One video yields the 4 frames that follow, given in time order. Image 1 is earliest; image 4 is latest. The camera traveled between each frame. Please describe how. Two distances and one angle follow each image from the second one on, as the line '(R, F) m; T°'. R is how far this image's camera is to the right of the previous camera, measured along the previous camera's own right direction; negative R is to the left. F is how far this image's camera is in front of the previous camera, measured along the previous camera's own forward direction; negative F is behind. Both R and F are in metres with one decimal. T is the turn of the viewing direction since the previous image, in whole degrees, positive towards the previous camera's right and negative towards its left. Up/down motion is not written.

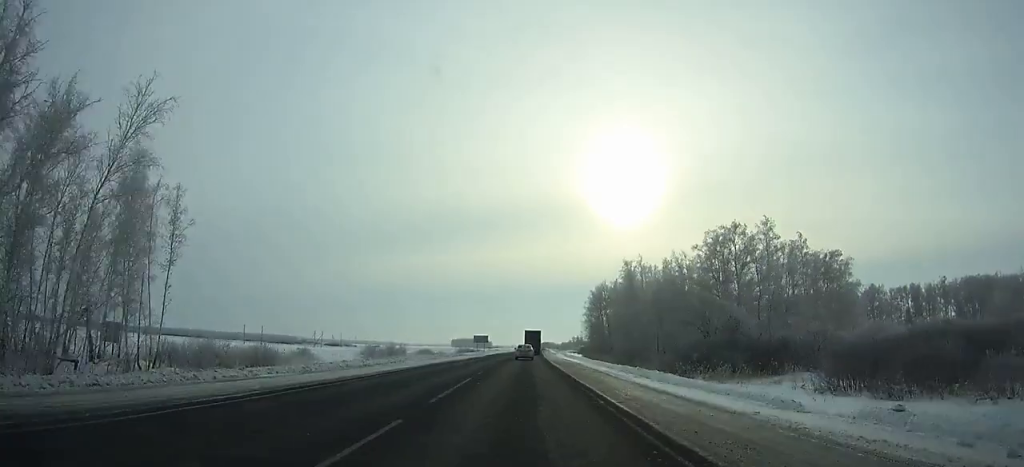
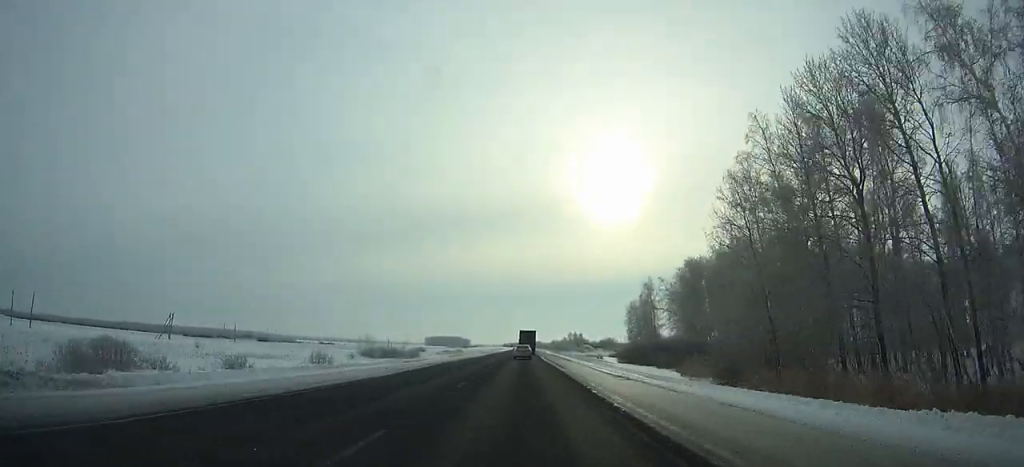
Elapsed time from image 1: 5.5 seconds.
(+2.0, +127.9) m; +1°
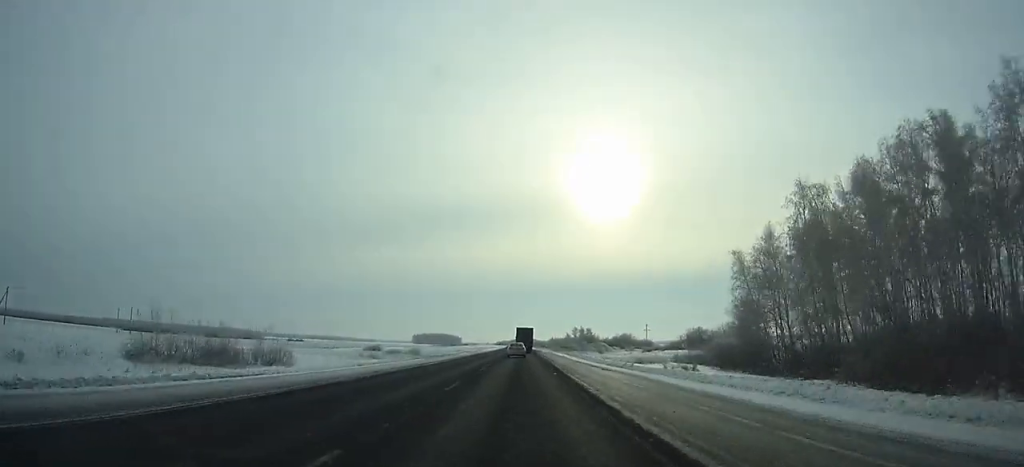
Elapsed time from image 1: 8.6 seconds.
(+0.2, +73.1) m; 0°
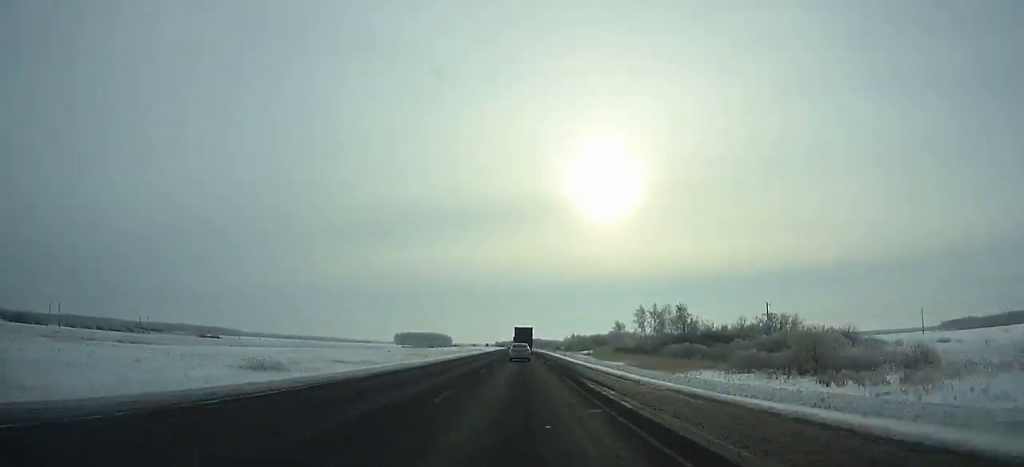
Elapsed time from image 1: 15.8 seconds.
(-0.3, +168.3) m; 0°
